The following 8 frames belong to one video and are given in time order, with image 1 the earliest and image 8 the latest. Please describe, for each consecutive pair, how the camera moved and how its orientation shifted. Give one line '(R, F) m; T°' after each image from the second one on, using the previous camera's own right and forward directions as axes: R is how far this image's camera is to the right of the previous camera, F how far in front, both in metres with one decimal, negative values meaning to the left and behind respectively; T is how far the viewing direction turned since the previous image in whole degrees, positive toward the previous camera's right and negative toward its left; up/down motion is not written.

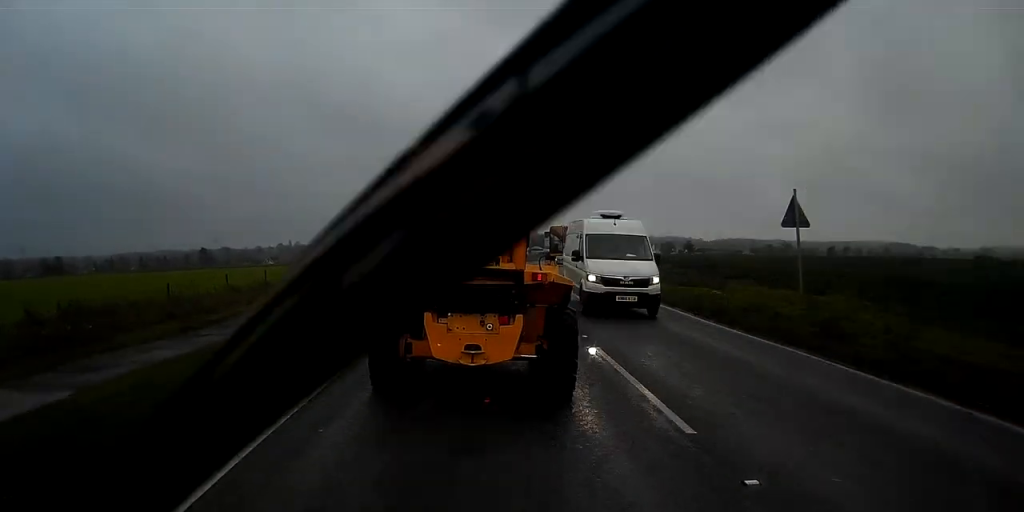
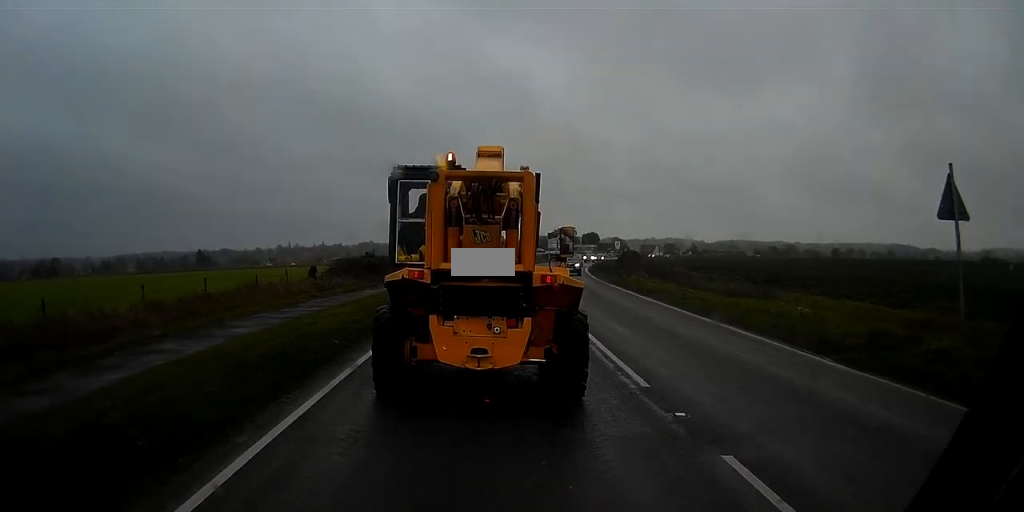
(+0.3, +7.3) m; +2°
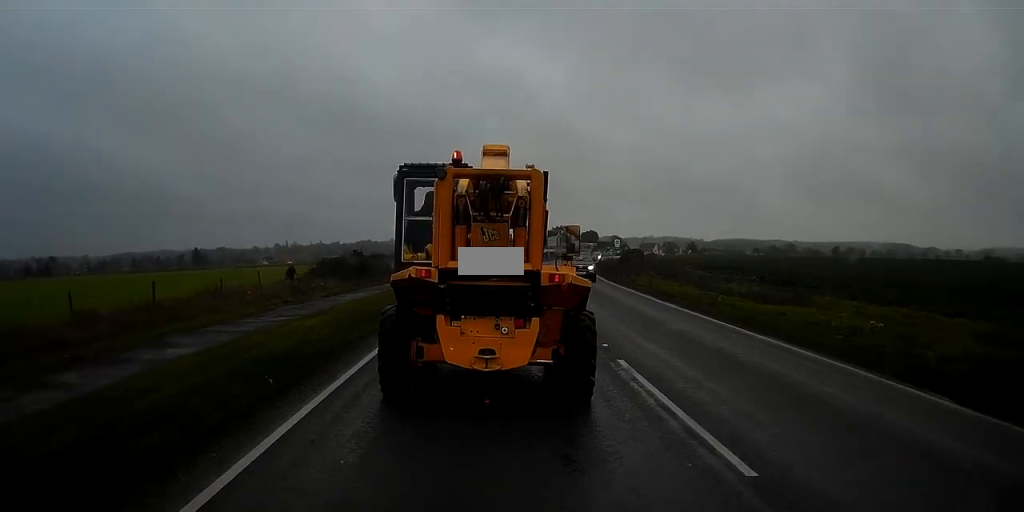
(-0.1, +4.0) m; -1°
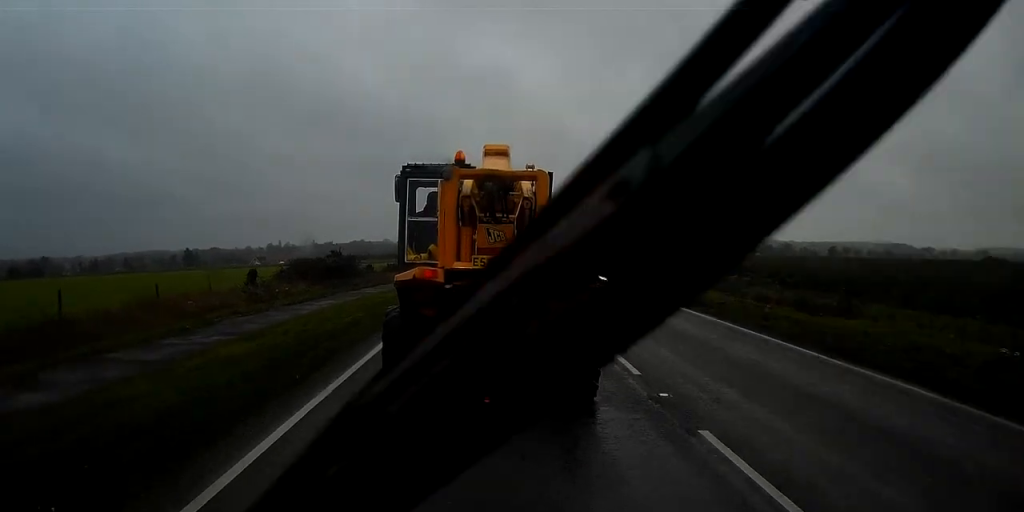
(-0.1, +4.3) m; -1°
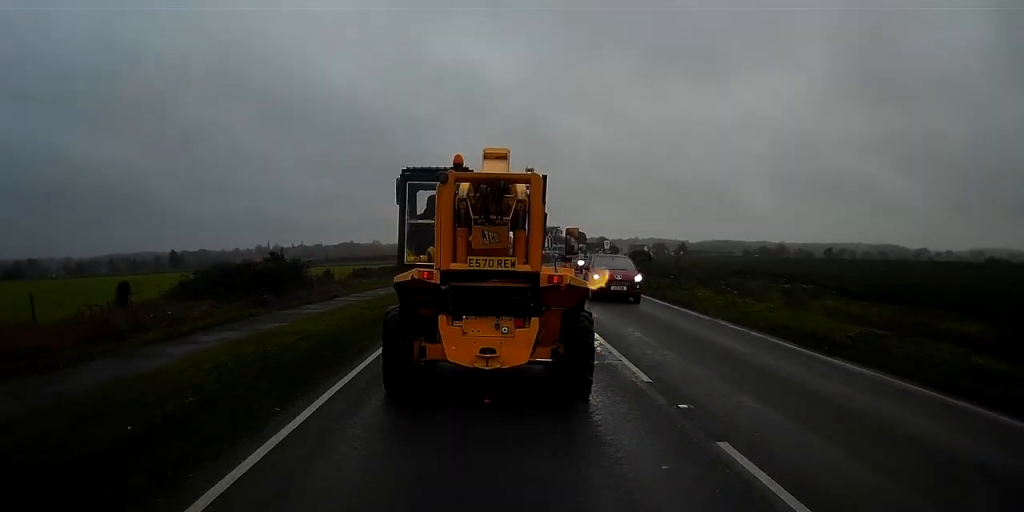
(0.0, +7.2) m; -1°
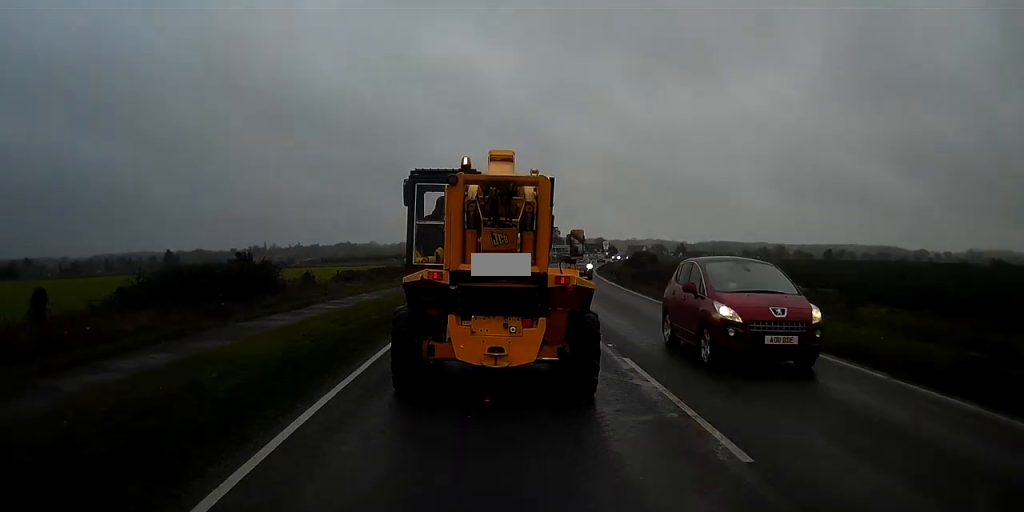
(0.0, +4.1) m; -1°
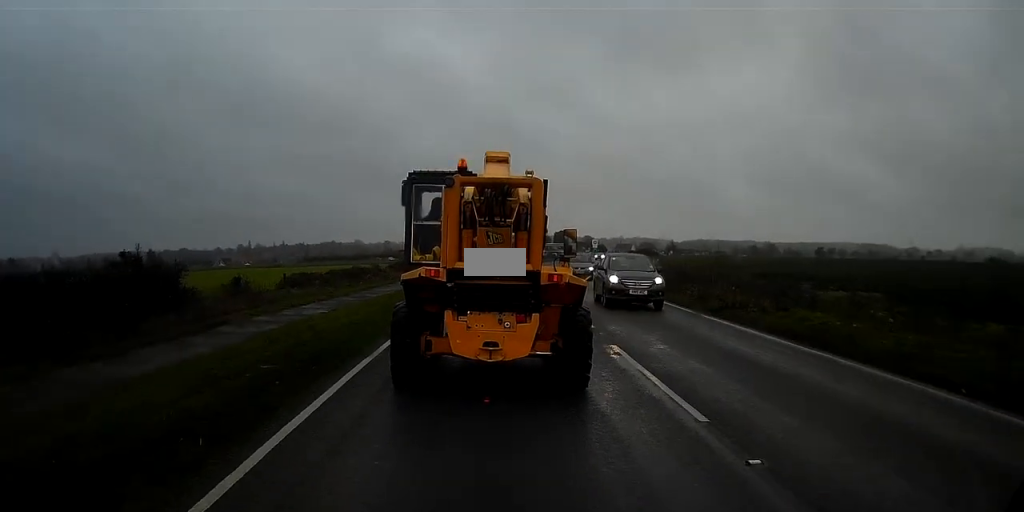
(0.0, +7.9) m; +2°
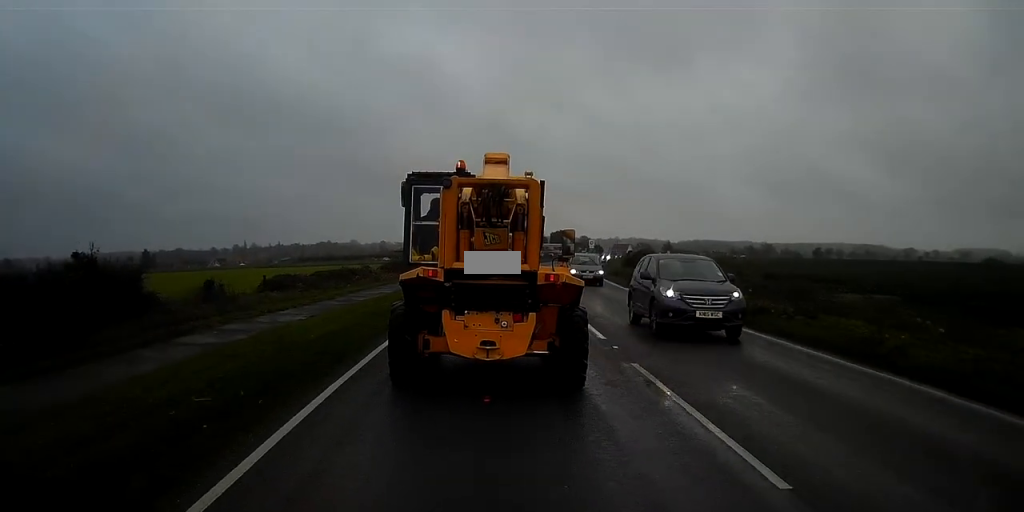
(+0.1, +2.1) m; +1°
